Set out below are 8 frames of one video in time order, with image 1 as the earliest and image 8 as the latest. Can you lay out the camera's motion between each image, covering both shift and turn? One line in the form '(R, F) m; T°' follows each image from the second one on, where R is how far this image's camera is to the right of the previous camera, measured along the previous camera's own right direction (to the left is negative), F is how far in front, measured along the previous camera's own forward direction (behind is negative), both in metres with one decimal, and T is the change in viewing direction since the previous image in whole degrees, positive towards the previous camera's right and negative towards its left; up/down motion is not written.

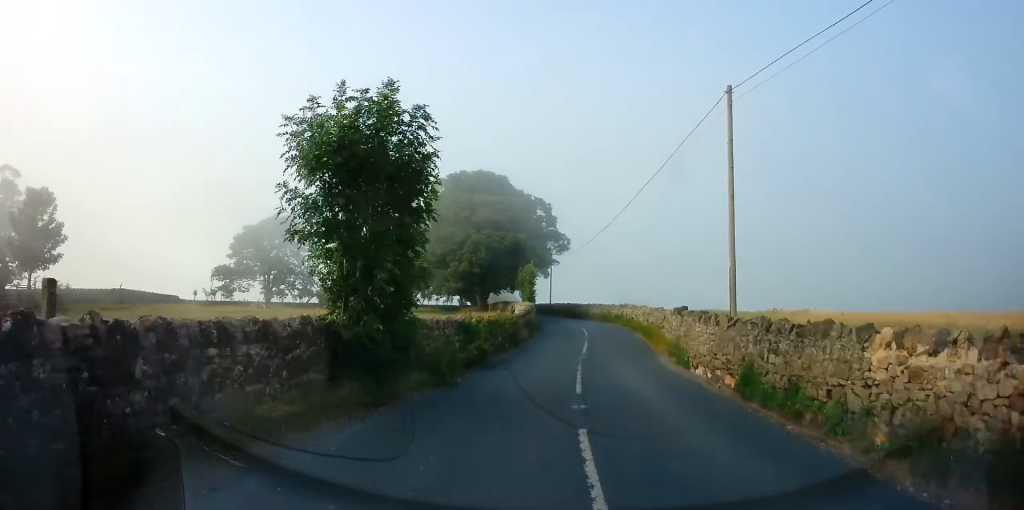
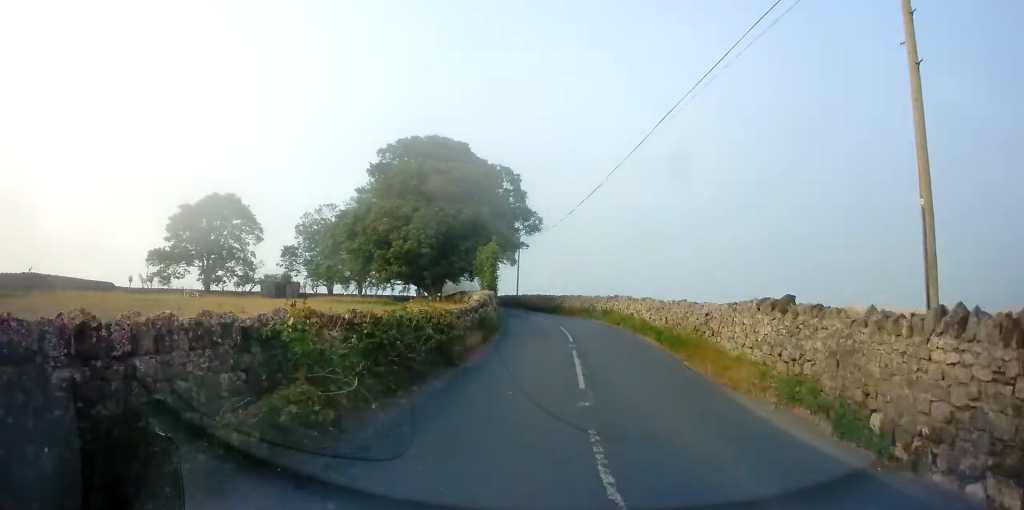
(+0.3, +9.4) m; +2°
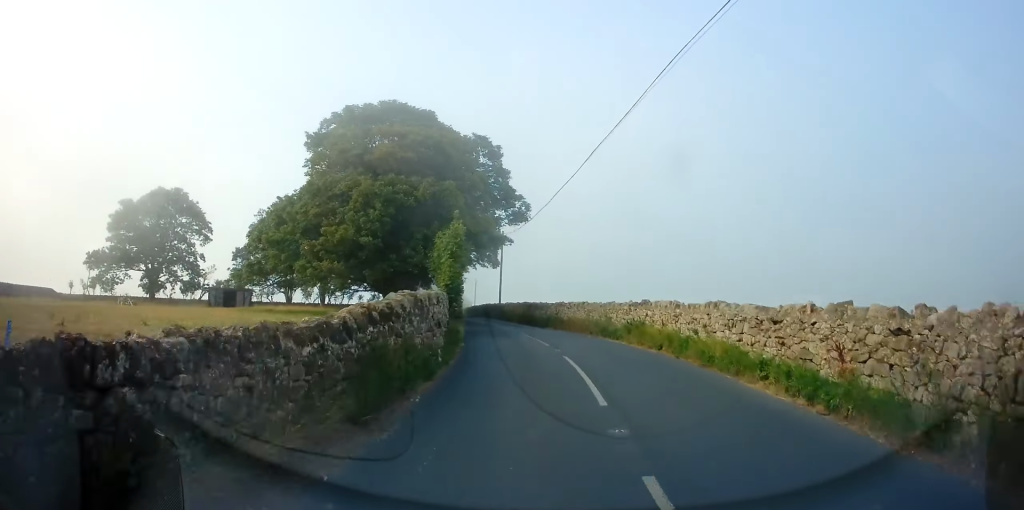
(+0.1, +10.5) m; 0°
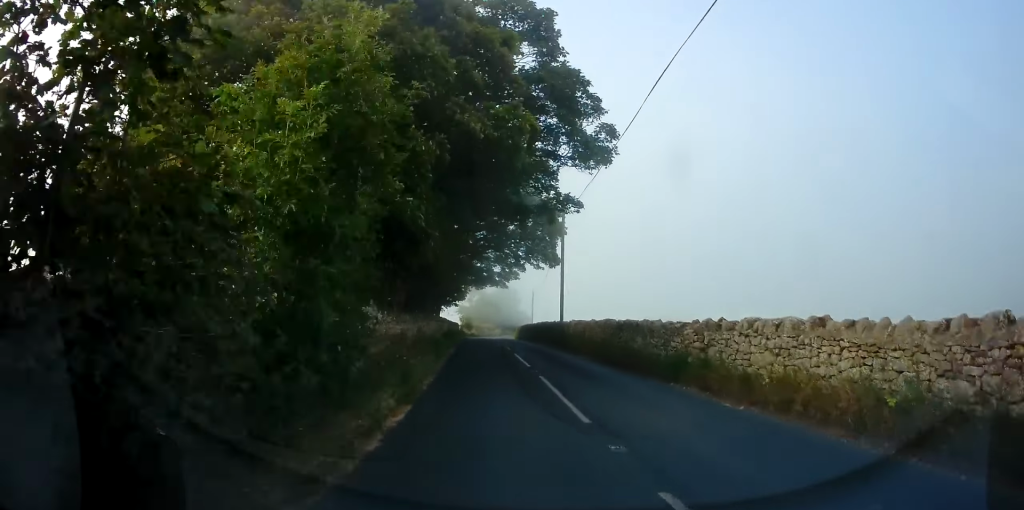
(-0.3, +18.2) m; -4°
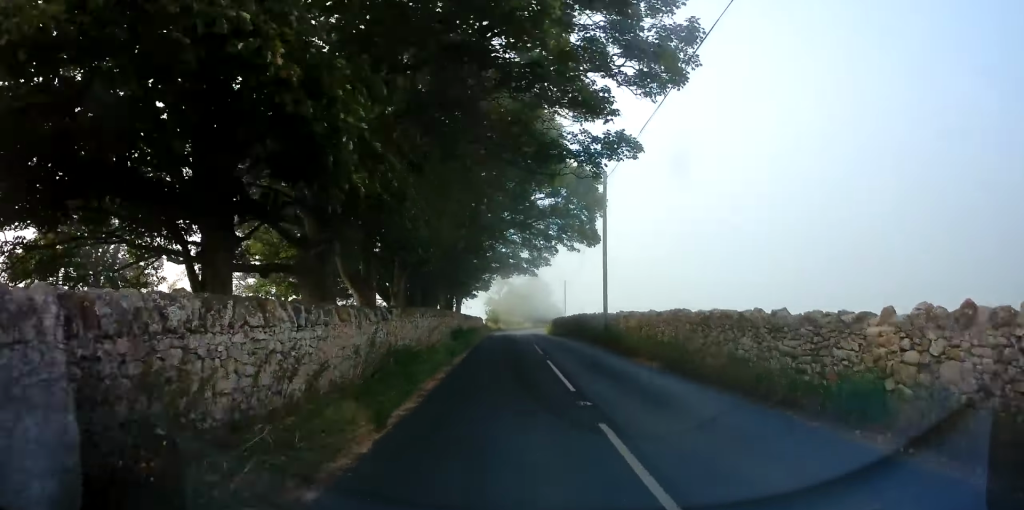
(-0.1, +6.4) m; -2°
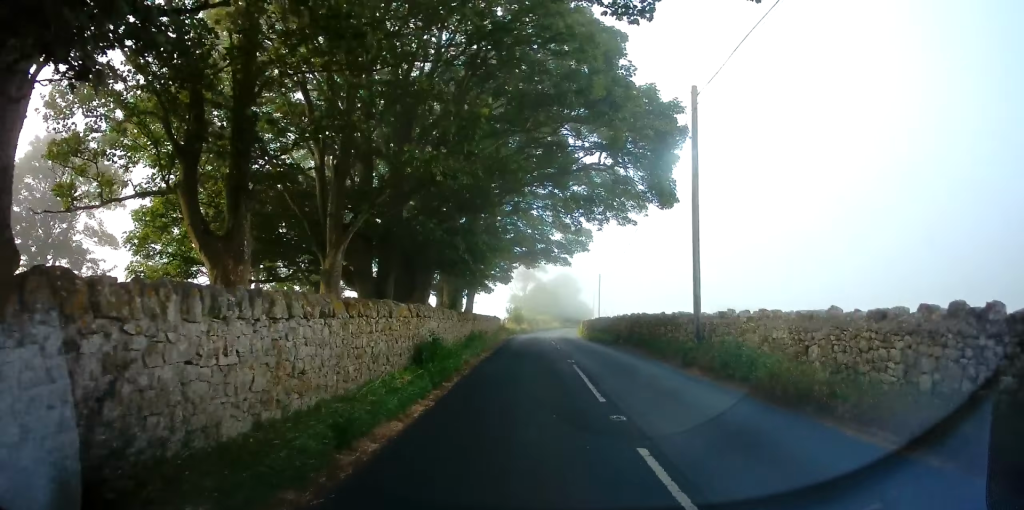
(-0.3, +10.1) m; -2°
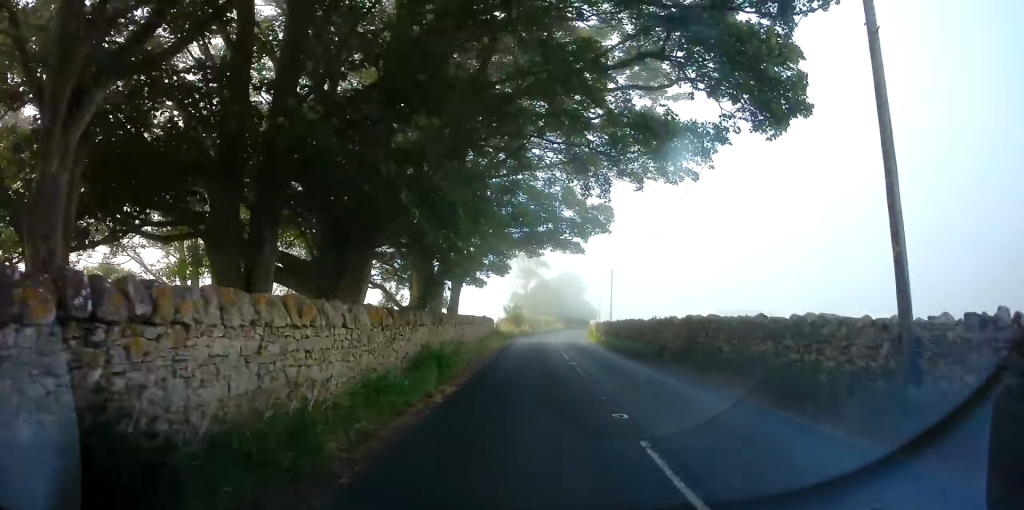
(-0.1, +8.5) m; -1°
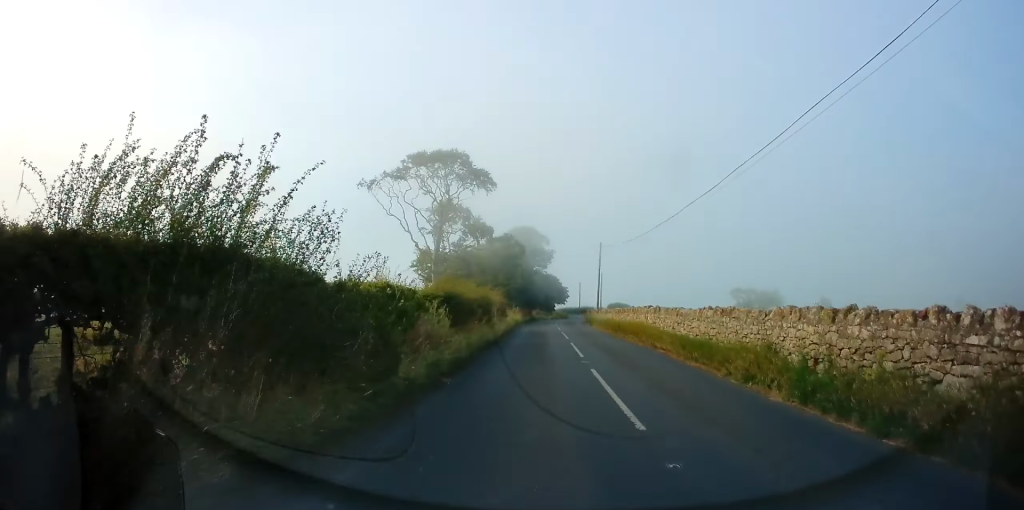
(+0.5, +55.7) m; +4°
